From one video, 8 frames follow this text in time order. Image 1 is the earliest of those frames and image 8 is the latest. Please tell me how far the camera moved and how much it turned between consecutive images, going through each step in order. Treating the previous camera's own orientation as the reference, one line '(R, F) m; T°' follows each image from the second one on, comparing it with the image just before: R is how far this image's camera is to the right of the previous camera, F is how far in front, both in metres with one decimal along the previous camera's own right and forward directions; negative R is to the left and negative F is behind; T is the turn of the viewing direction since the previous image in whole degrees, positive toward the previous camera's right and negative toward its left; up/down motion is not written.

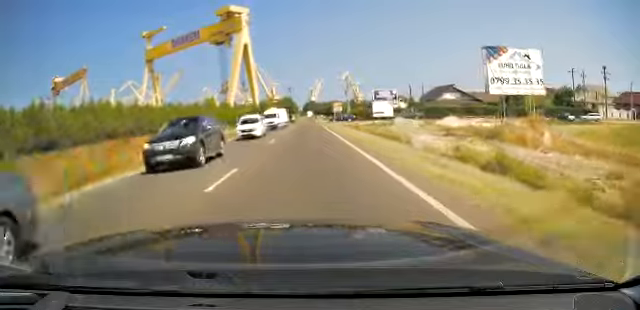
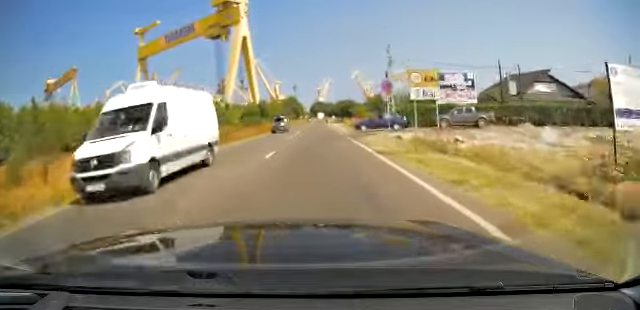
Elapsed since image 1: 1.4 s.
(+0.3, +31.2) m; 0°
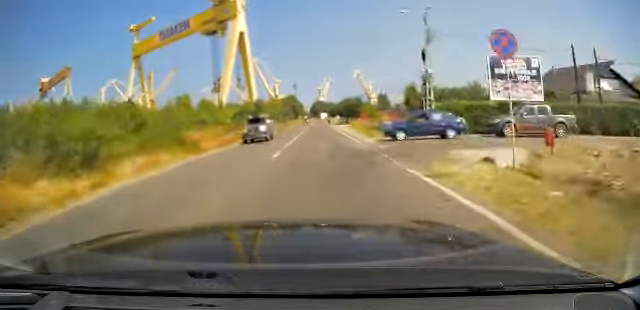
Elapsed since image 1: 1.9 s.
(-0.2, +11.8) m; 0°
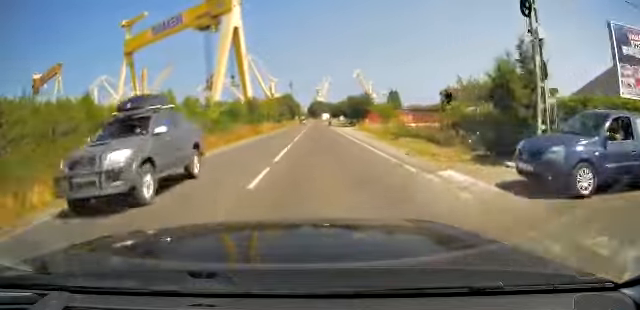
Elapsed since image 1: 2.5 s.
(-0.1, +12.6) m; 0°
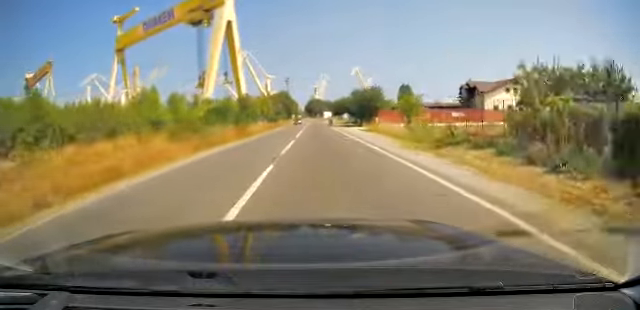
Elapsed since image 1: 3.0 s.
(+0.1, +10.6) m; 0°
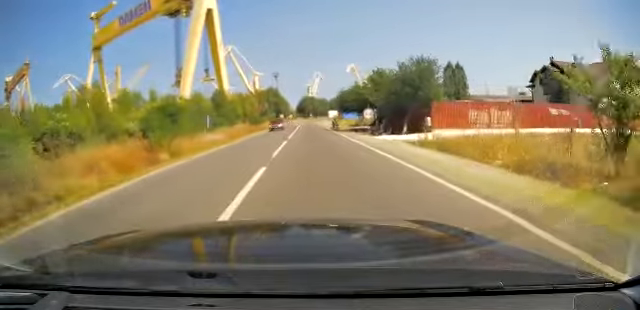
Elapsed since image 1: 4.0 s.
(+0.2, +23.9) m; +1°
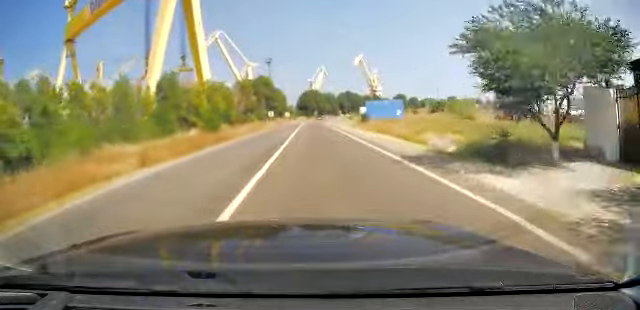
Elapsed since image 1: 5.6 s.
(+0.2, +37.1) m; 0°
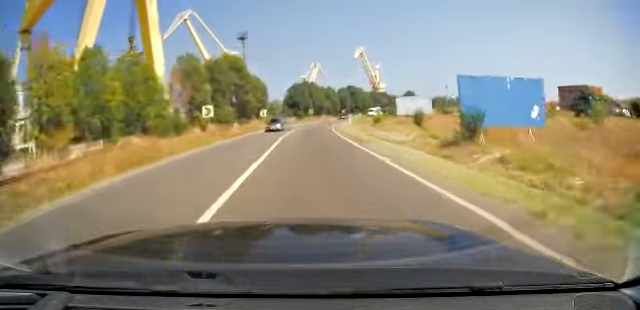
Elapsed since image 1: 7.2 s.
(0.0, +39.7) m; +1°
